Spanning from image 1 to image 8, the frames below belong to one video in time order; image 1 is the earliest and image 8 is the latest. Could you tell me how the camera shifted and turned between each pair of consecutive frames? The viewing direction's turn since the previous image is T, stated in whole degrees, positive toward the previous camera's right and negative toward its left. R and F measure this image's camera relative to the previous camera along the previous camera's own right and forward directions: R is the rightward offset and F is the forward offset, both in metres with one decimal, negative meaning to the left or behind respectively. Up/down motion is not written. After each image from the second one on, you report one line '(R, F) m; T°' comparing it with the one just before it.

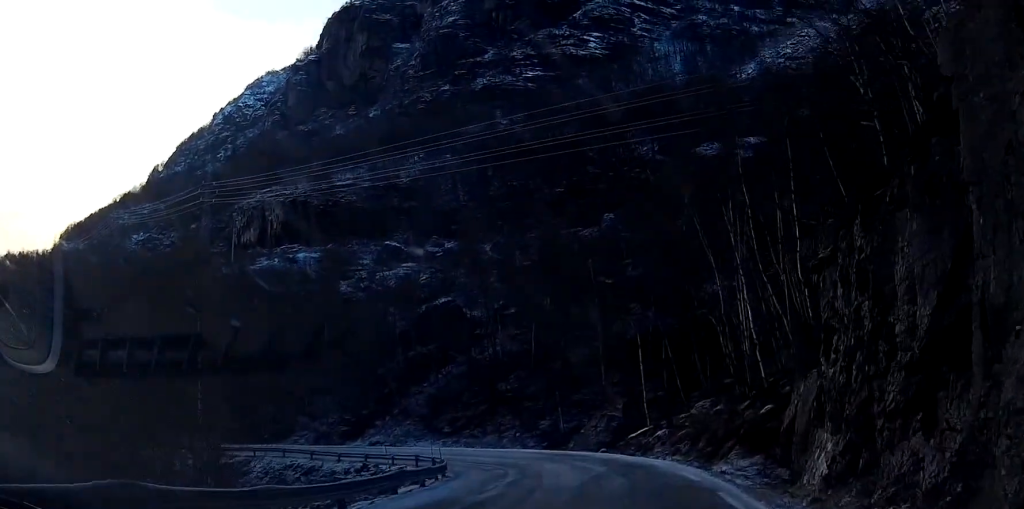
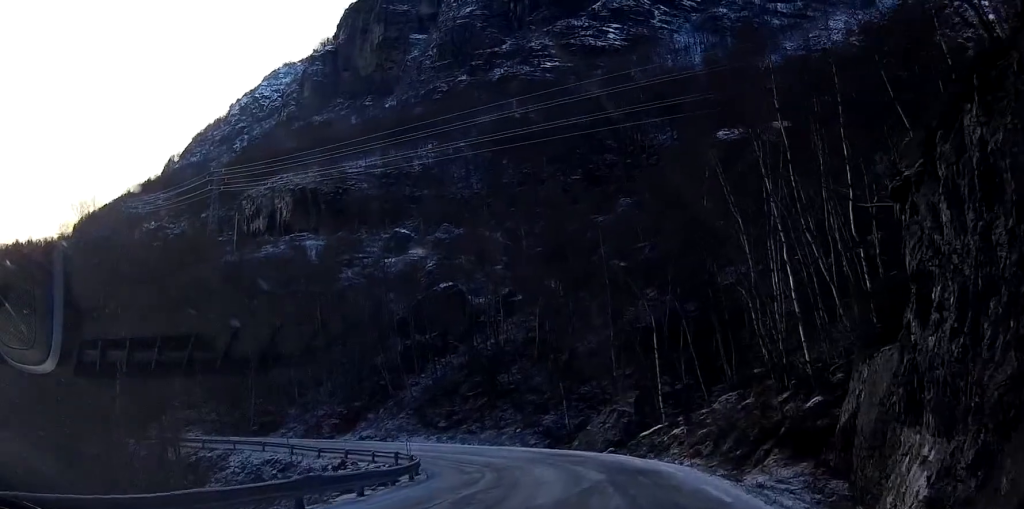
(+0.5, +5.9) m; +2°
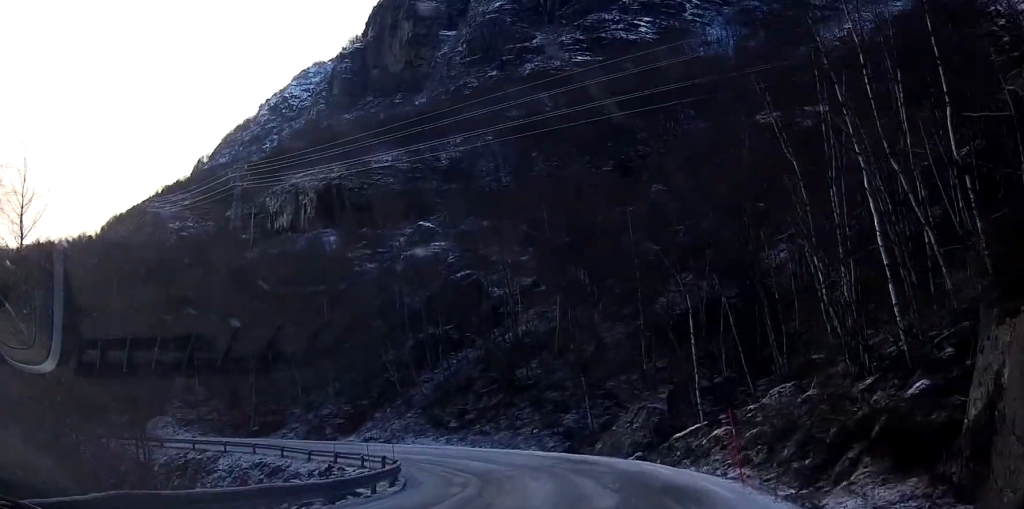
(+0.1, +6.3) m; 0°
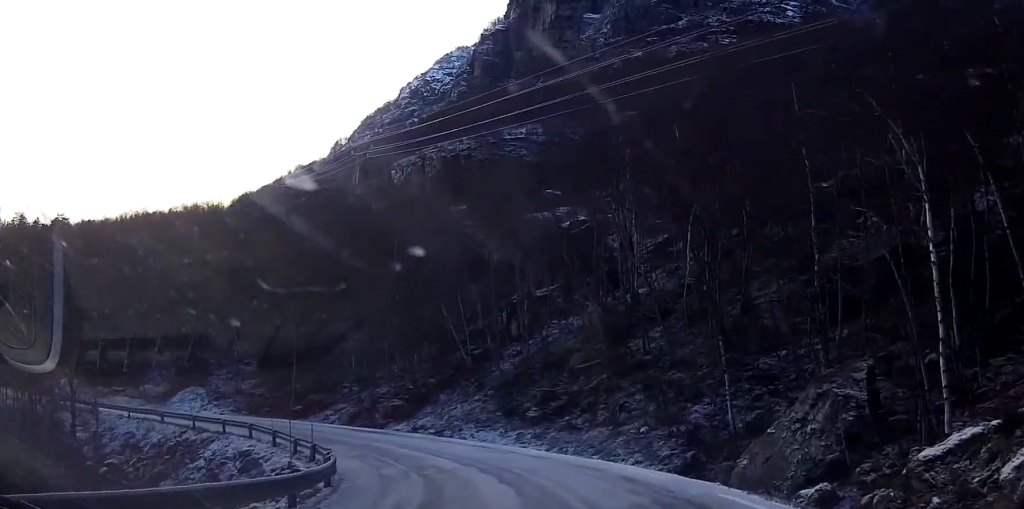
(-0.8, +16.4) m; -7°
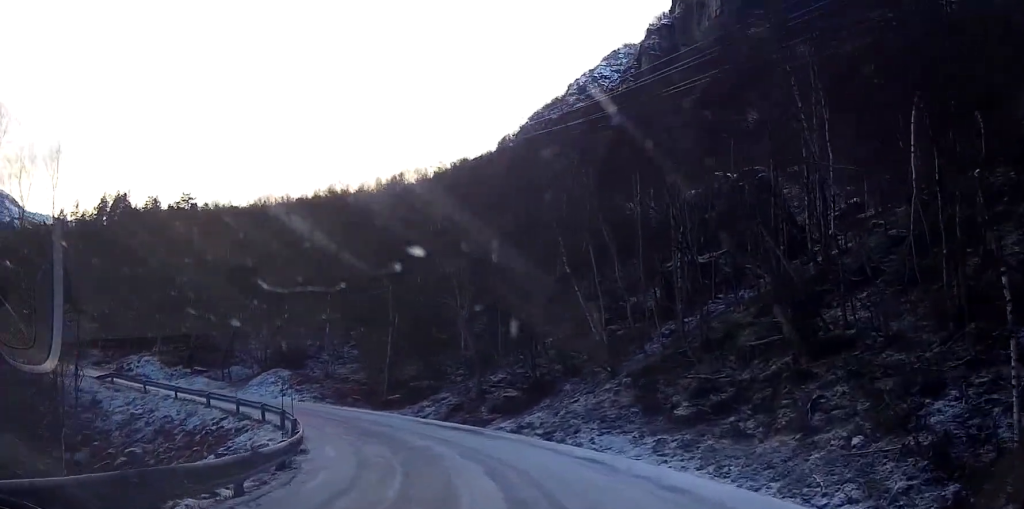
(-1.1, +11.2) m; -14°
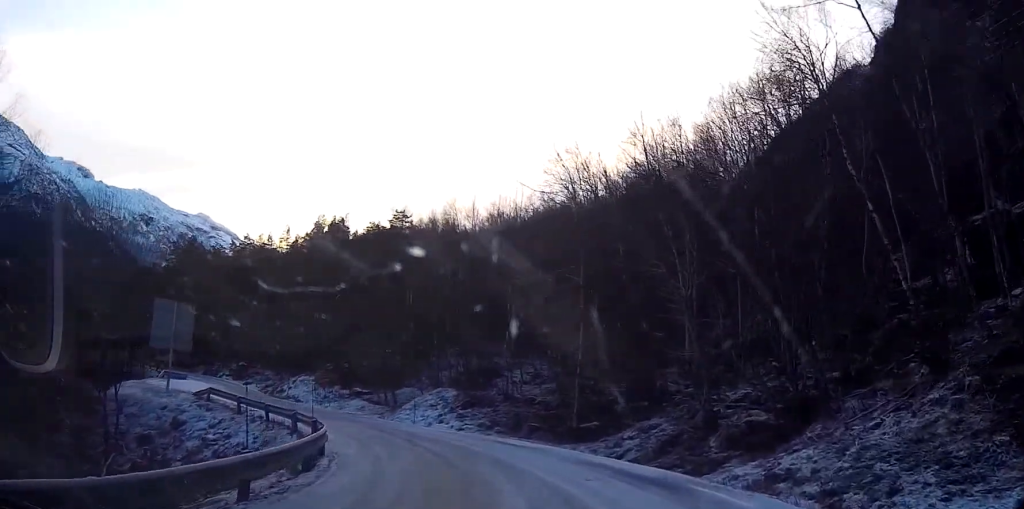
(-2.4, +13.0) m; -21°
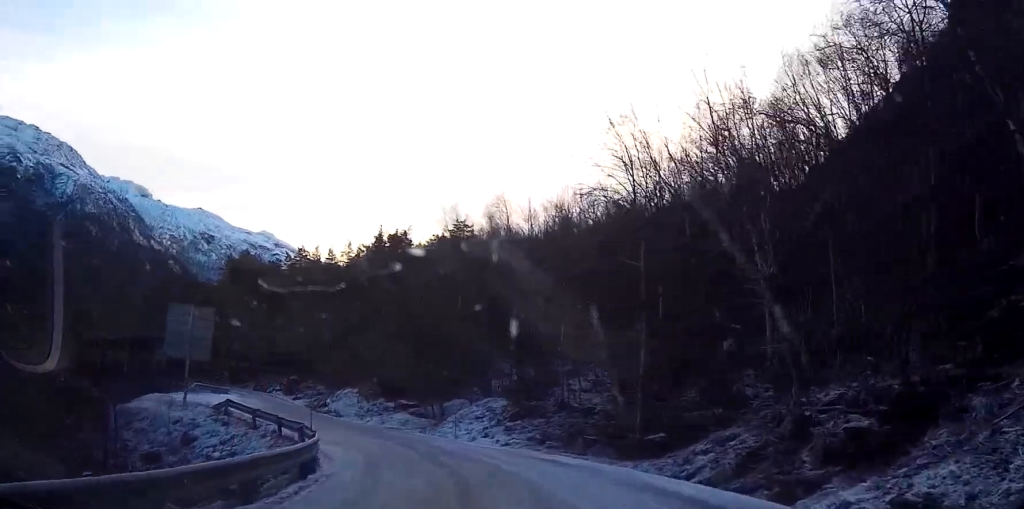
(-0.3, +4.3) m; -6°
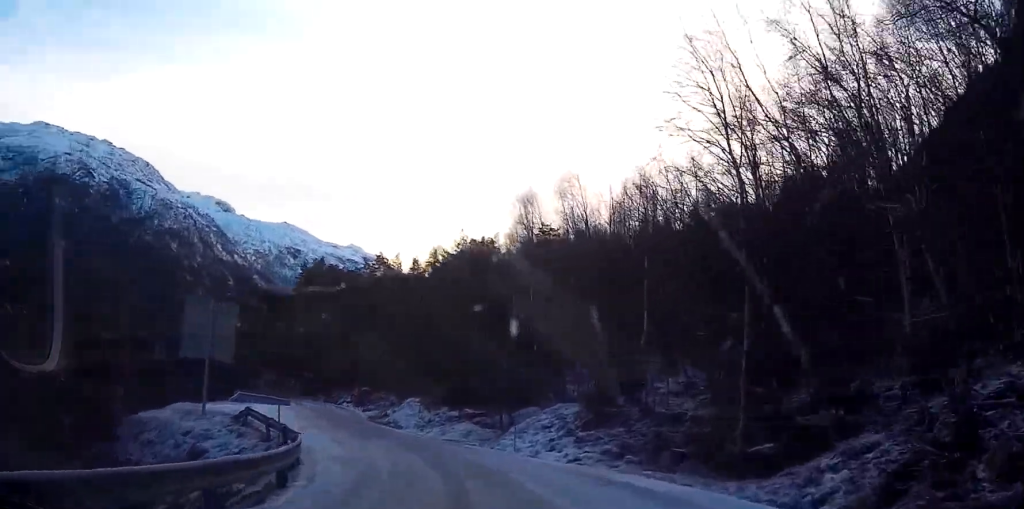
(-0.2, +5.7) m; -7°
